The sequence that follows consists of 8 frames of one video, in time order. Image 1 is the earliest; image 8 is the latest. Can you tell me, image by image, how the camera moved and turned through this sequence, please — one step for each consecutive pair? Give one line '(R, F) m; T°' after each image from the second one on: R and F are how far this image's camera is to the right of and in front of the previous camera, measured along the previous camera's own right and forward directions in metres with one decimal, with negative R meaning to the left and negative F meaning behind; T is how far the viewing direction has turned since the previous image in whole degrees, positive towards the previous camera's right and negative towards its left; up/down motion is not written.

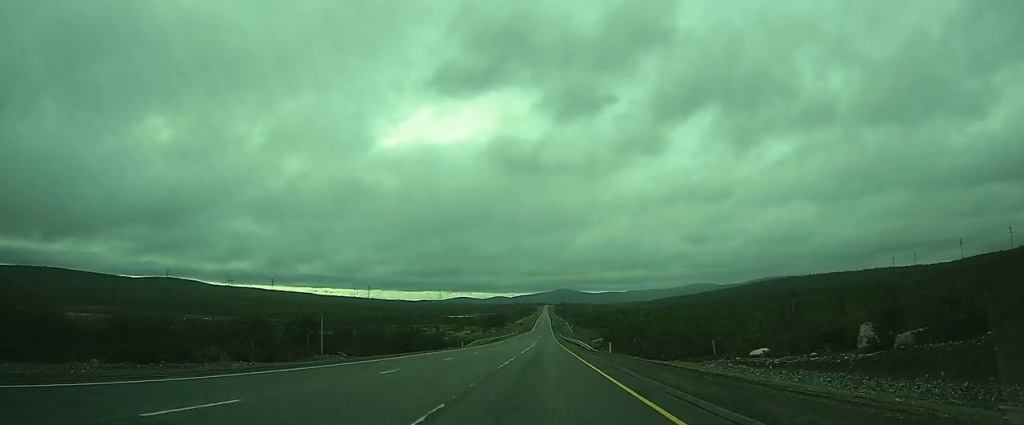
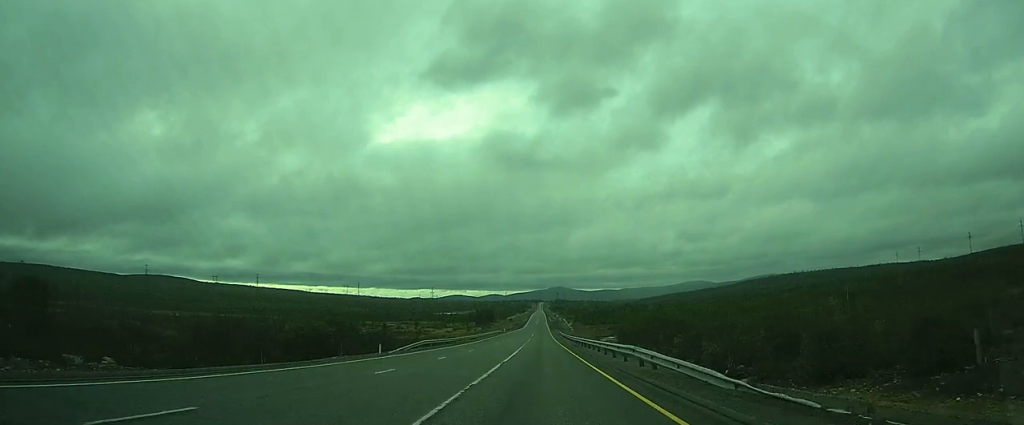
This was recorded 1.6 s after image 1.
(+0.1, +38.9) m; 0°
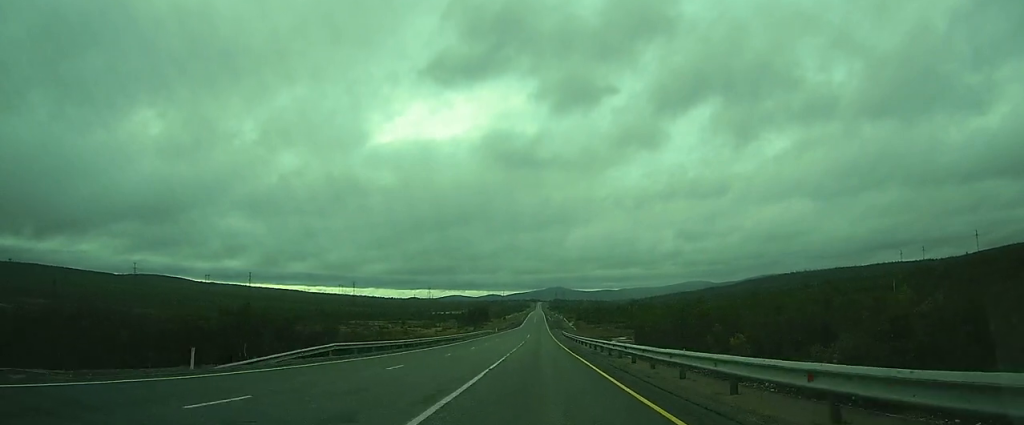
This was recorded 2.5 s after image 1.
(0.0, +22.9) m; 0°
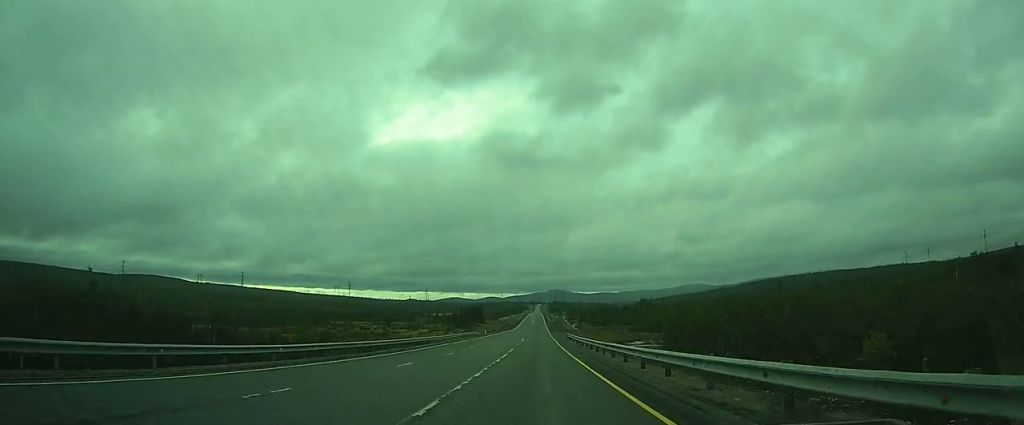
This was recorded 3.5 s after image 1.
(+0.1, +23.1) m; 0°
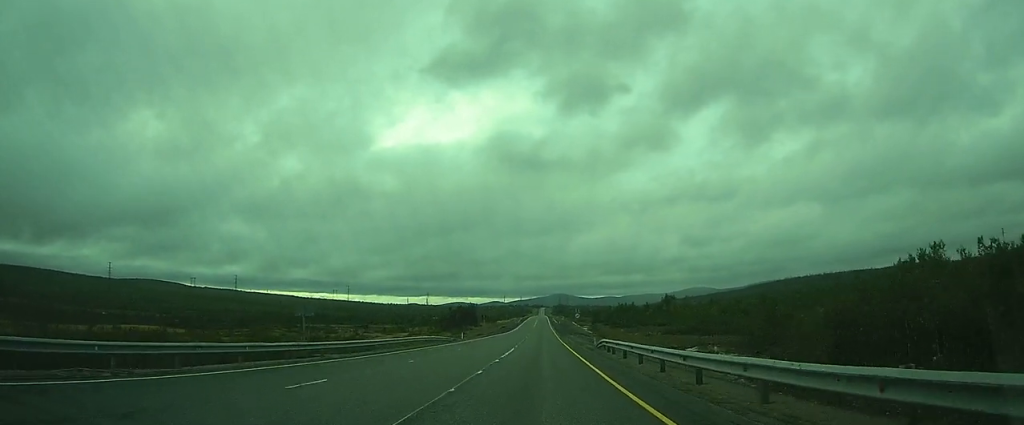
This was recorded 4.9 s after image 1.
(-0.1, +35.8) m; 0°
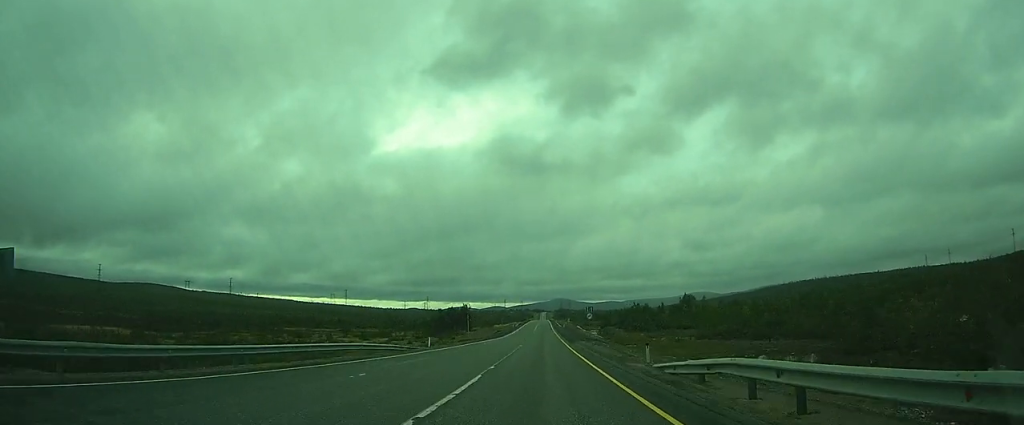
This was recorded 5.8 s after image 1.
(0.0, +21.8) m; 0°
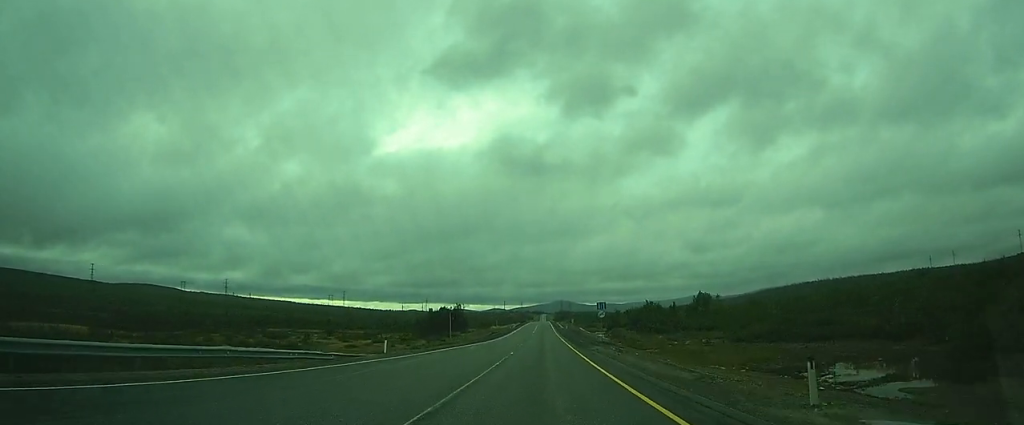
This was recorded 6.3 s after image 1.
(0.0, +14.4) m; 0°
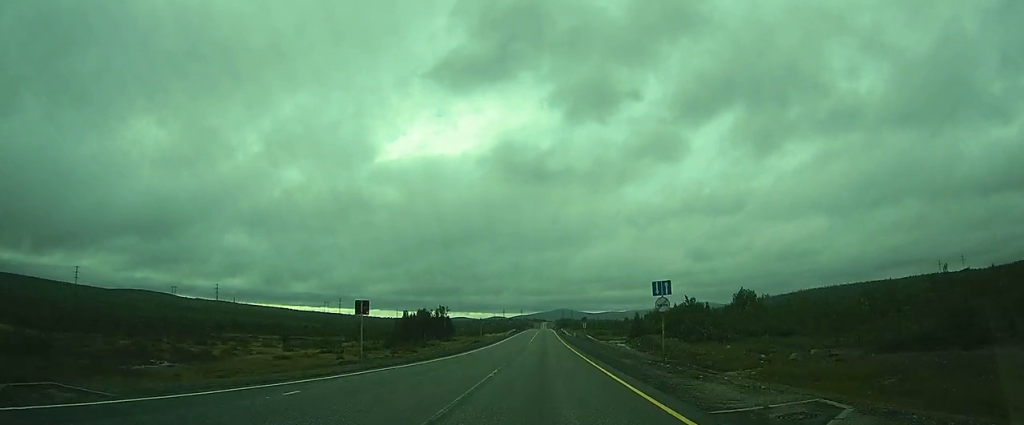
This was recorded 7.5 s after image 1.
(0.0, +29.8) m; 0°
